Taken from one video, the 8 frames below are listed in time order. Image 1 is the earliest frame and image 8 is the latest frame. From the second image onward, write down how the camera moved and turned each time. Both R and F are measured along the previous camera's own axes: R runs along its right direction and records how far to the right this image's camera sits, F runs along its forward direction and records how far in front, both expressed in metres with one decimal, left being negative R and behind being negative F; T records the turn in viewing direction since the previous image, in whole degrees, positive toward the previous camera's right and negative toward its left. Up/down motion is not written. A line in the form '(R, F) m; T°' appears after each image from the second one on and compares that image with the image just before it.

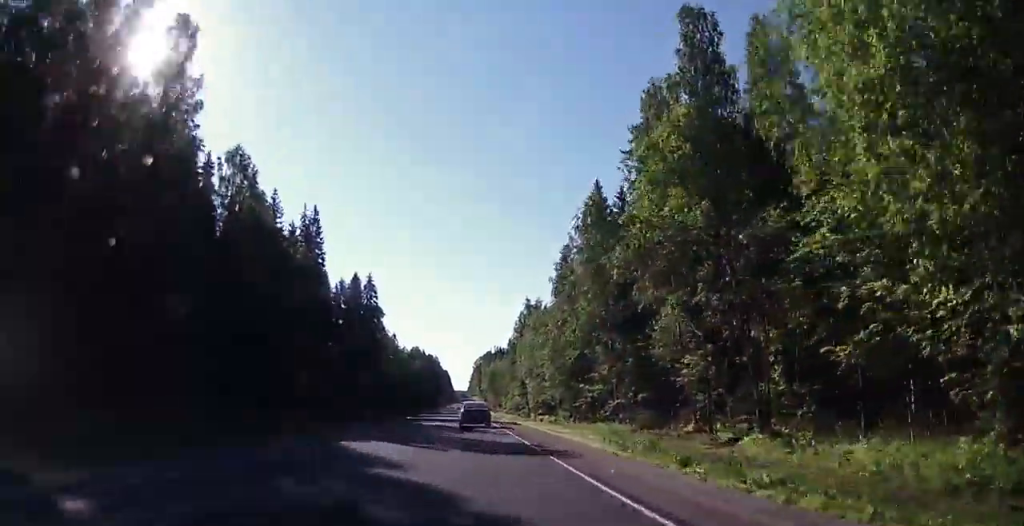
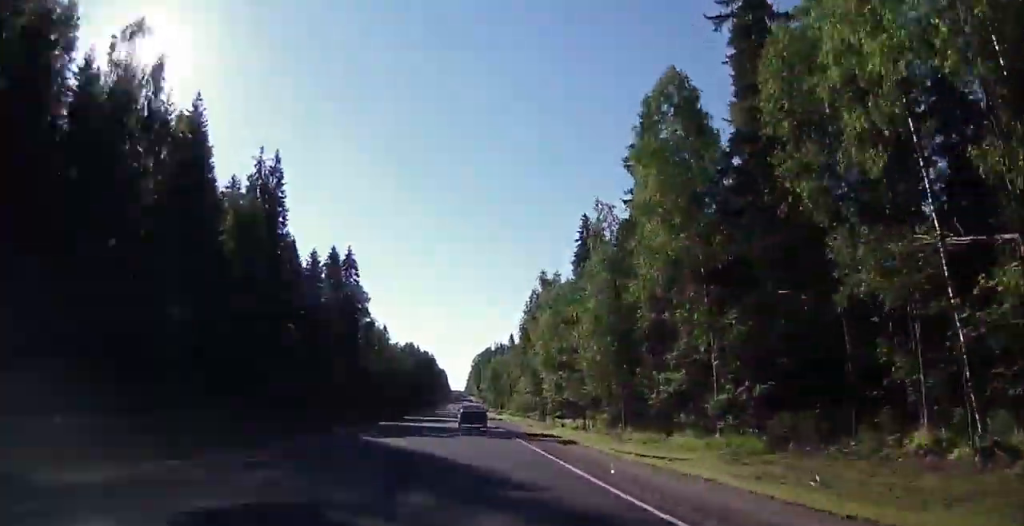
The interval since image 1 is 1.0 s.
(0.0, +21.8) m; 0°
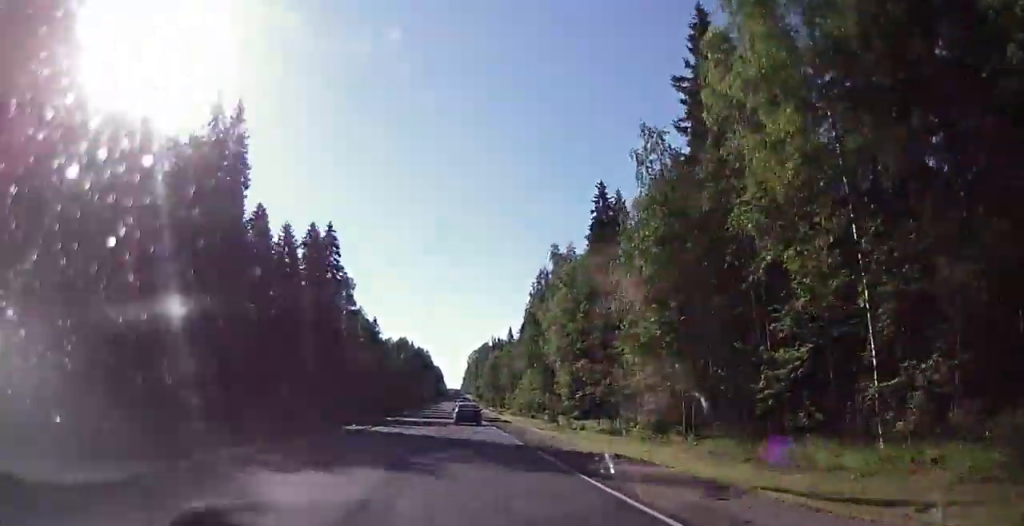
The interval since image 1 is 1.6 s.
(0.0, +13.4) m; 0°
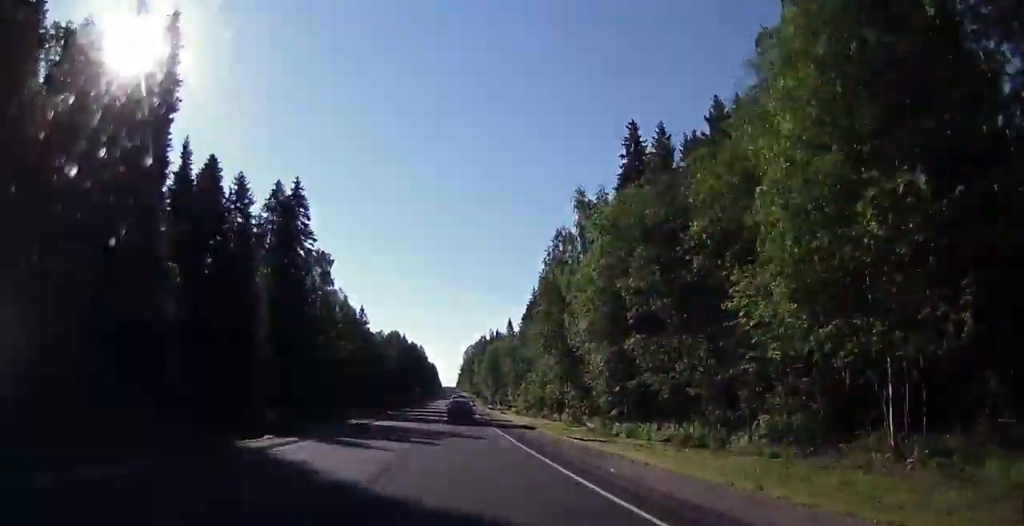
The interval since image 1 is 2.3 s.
(0.0, +16.9) m; -1°
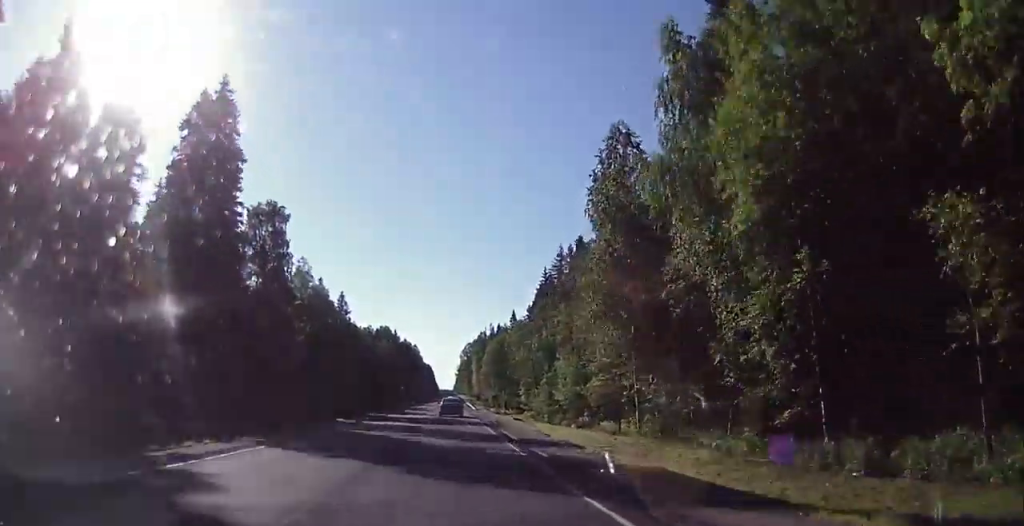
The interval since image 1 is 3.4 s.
(-0.4, +24.0) m; -1°
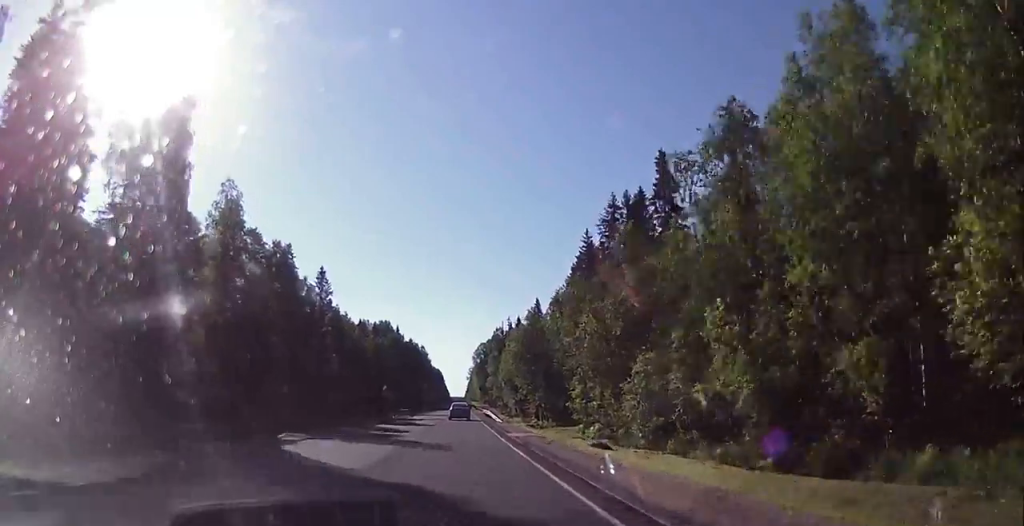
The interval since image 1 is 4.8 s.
(0.0, +31.6) m; 0°
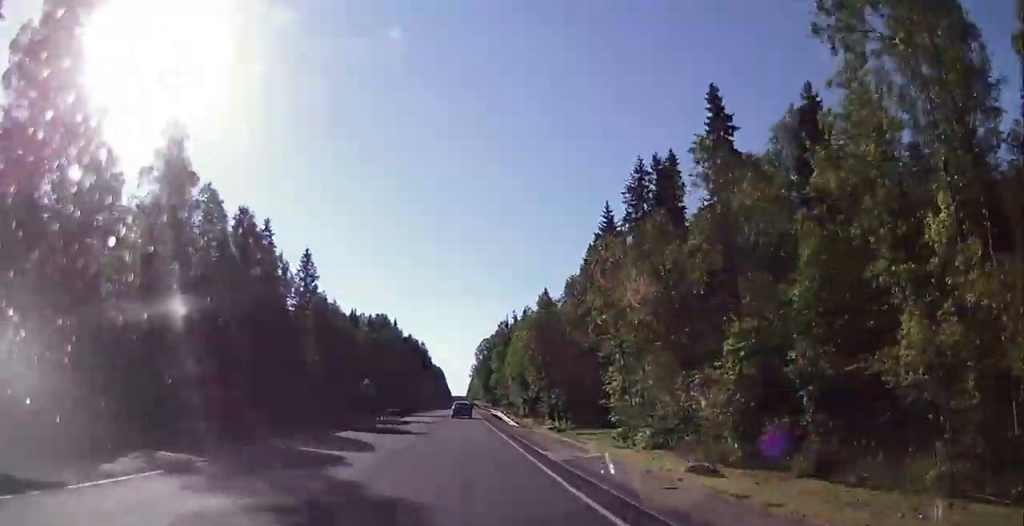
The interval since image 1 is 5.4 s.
(0.0, +12.2) m; 0°
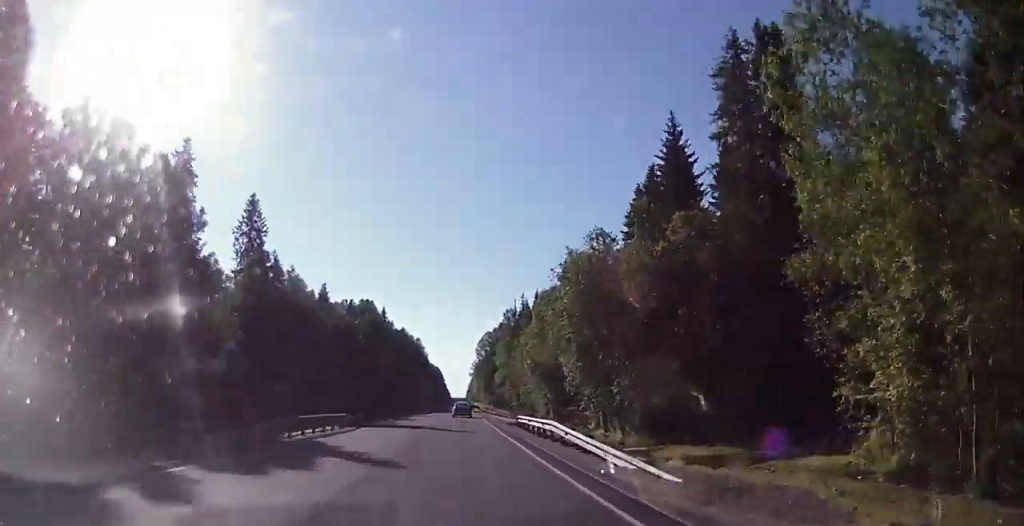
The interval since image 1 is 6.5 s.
(-0.2, +26.7) m; -2°
